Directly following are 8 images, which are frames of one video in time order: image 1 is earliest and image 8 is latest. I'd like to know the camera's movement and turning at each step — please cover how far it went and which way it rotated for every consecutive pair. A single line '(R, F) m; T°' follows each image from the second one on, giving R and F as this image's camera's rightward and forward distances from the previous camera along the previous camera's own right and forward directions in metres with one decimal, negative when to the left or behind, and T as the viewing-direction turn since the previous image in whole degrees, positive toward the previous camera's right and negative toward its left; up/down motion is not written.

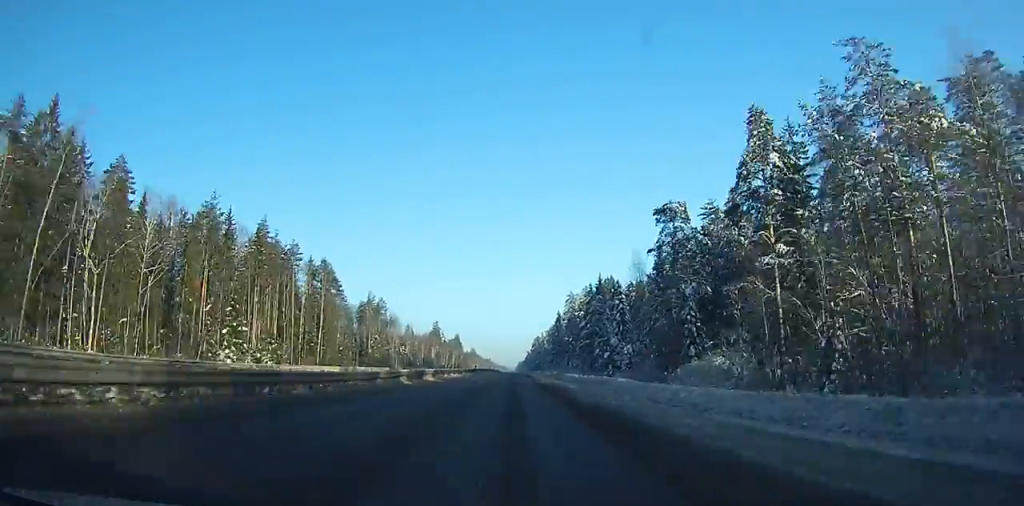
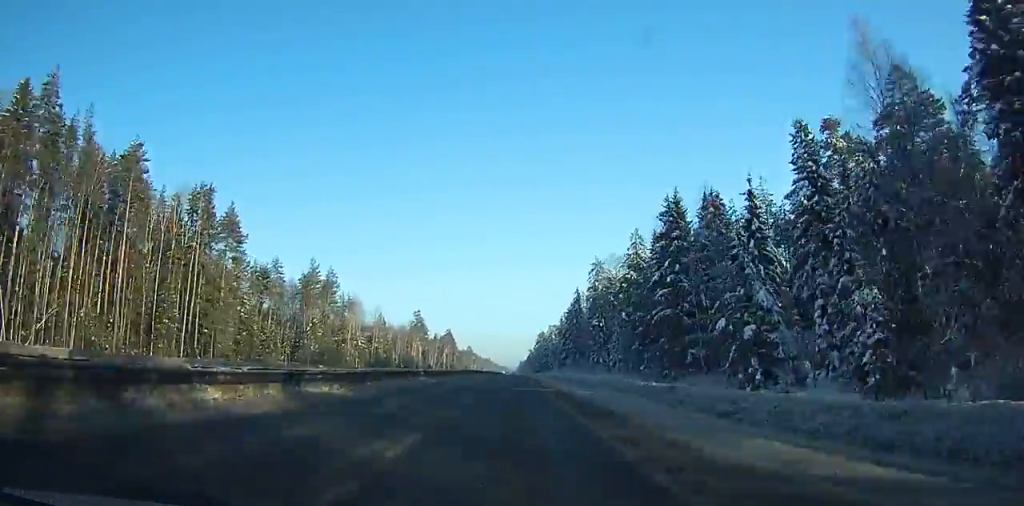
(0.0, +62.0) m; 0°
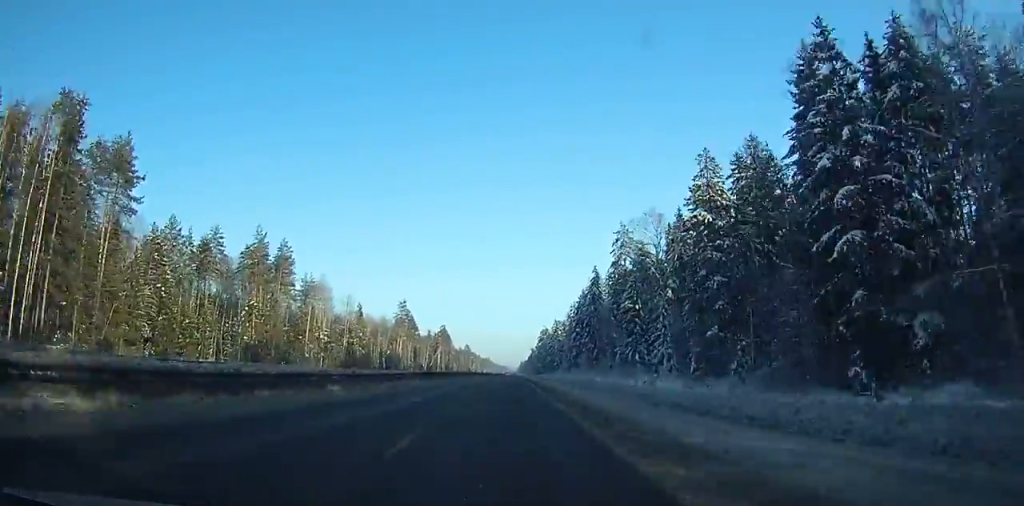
(-0.2, +33.9) m; 0°
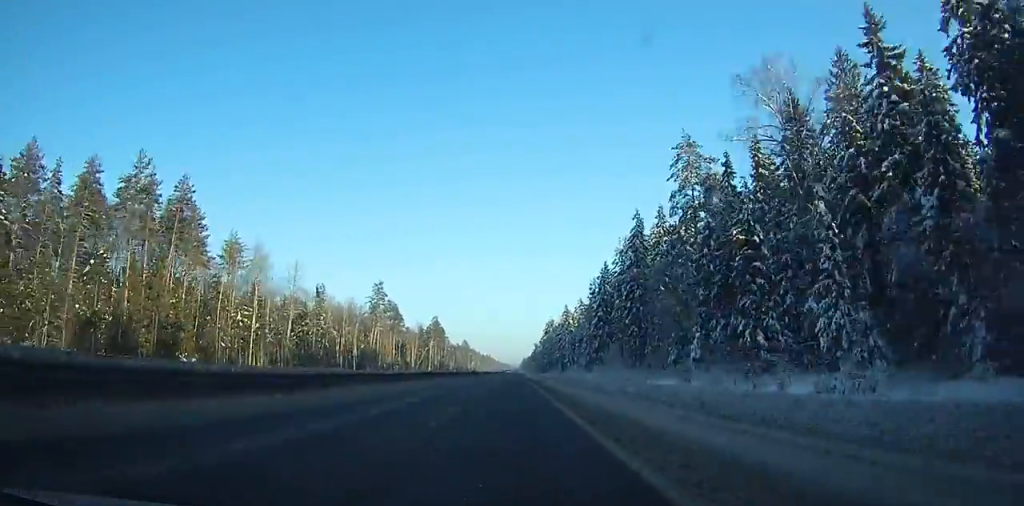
(-0.5, +41.1) m; 0°
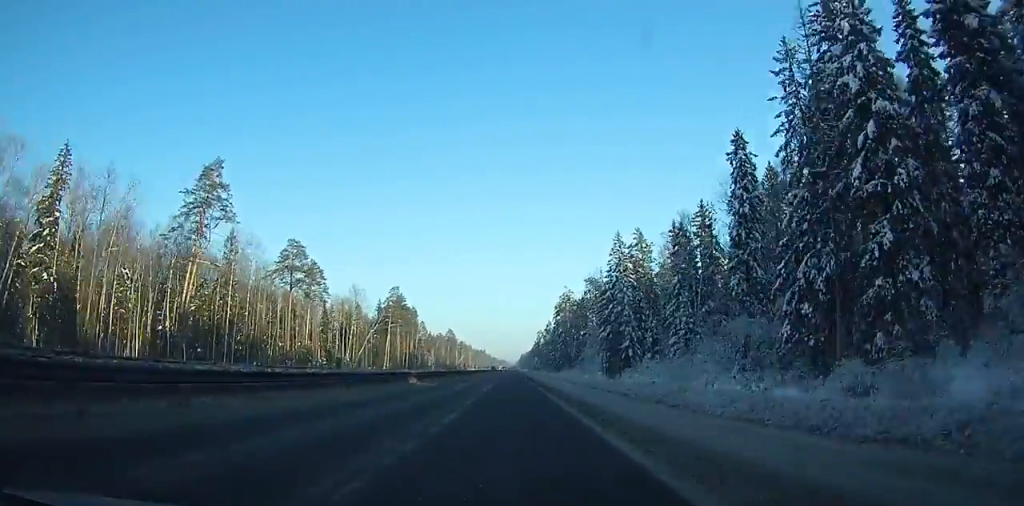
(+1.1, +117.0) m; 0°
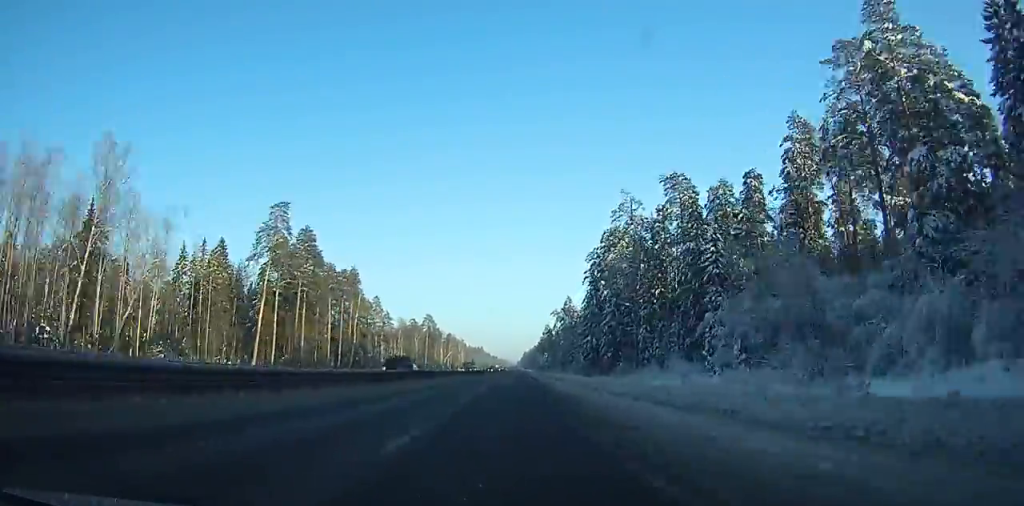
(-0.6, +127.9) m; 0°
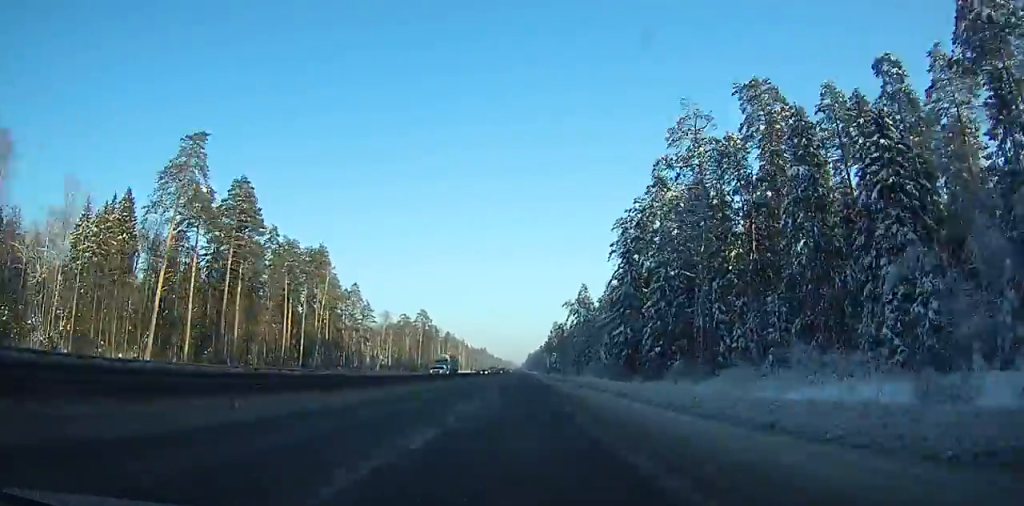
(0.0, +38.2) m; 0°
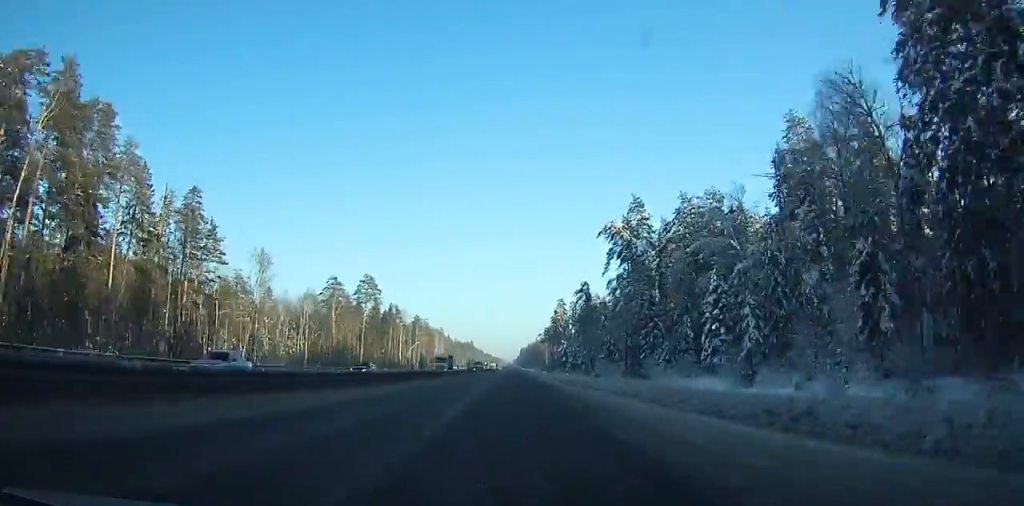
(0.0, +101.0) m; 0°
